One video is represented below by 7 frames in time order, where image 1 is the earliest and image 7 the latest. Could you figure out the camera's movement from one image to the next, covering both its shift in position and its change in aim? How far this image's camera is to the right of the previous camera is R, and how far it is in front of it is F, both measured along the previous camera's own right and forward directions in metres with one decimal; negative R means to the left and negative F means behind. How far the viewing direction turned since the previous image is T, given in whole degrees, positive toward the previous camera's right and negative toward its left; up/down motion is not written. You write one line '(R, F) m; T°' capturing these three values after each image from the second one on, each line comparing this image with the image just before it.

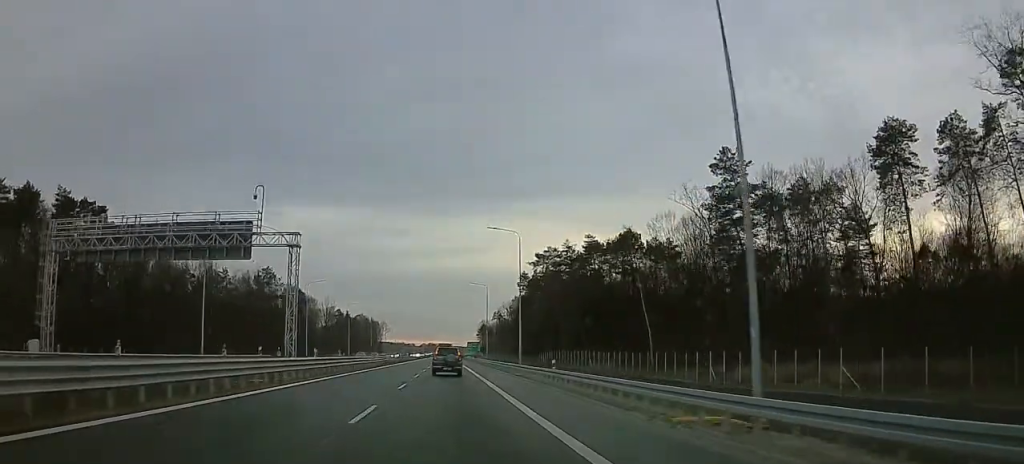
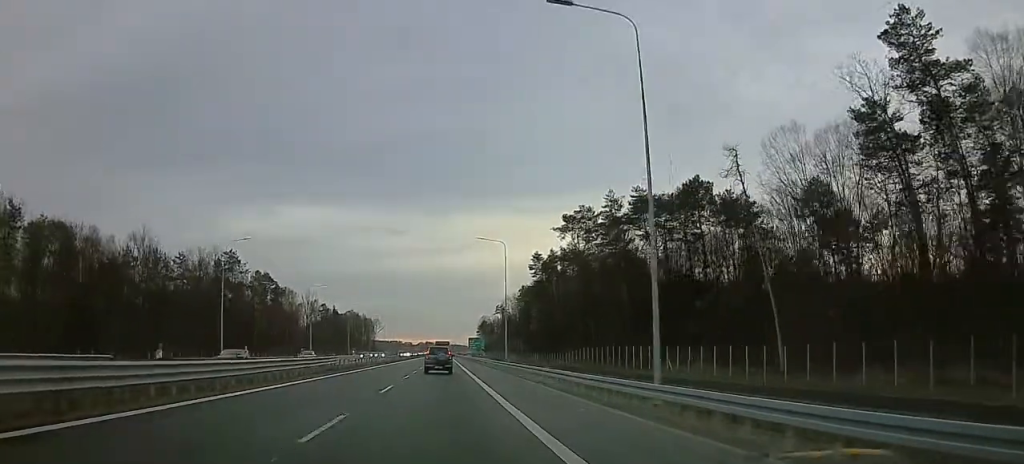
(+0.2, +39.2) m; +1°
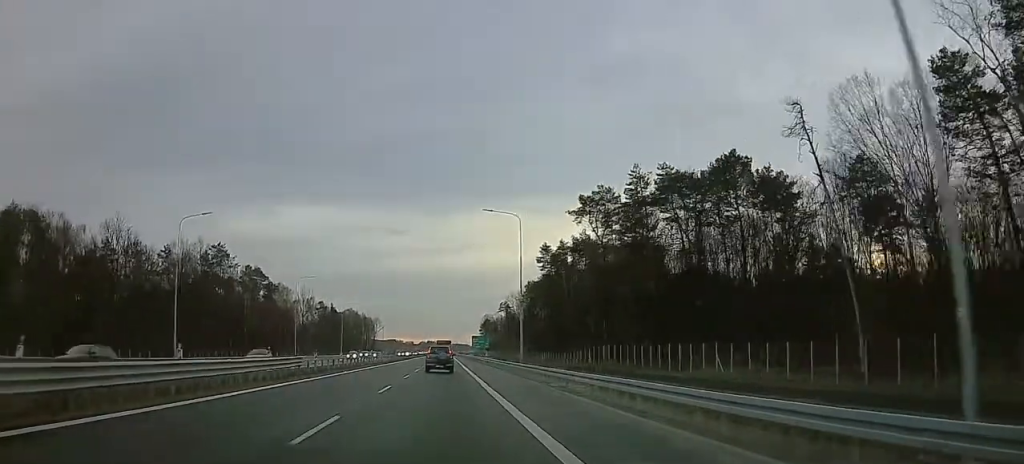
(+0.1, +12.4) m; 0°
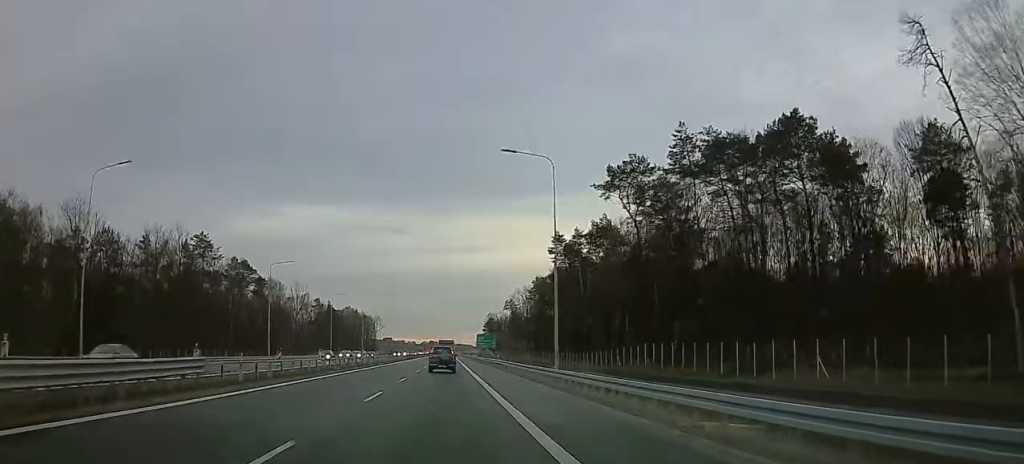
(0.0, +15.8) m; -1°
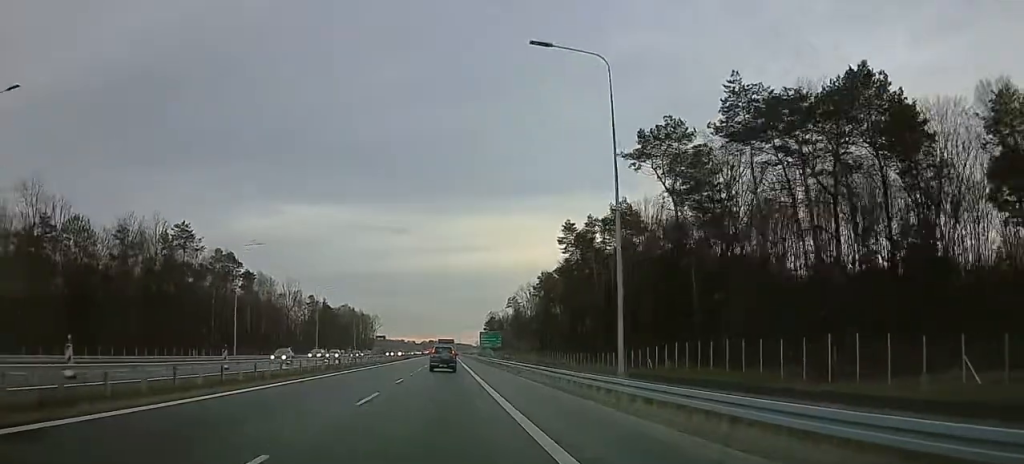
(+0.2, +13.4) m; -1°
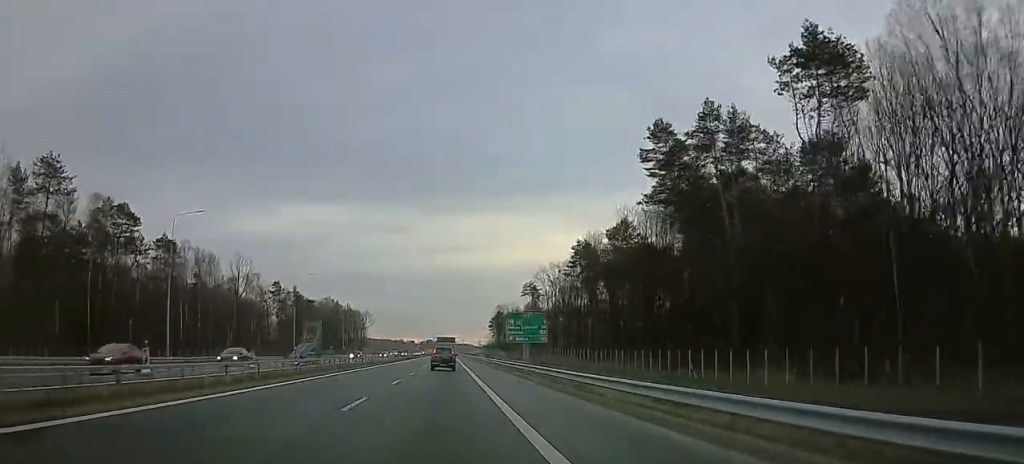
(+0.3, +61.6) m; +2°
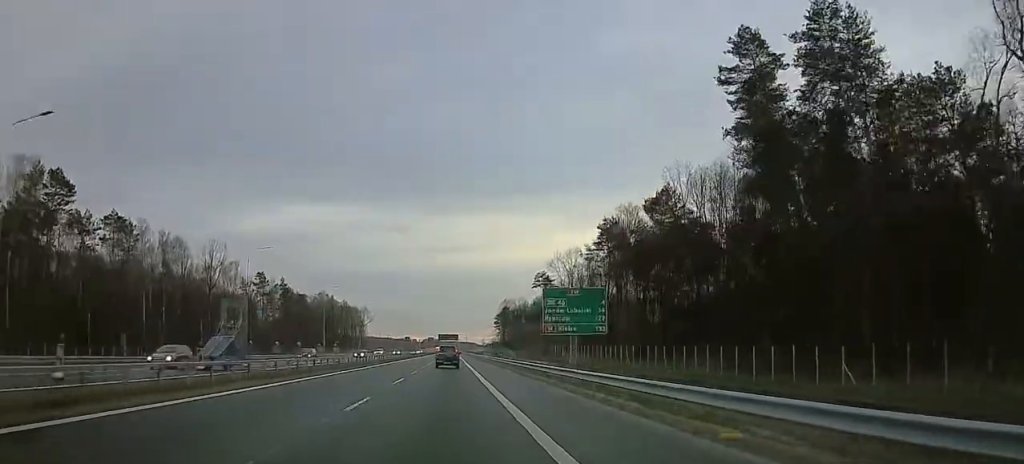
(-0.1, +24.4) m; -1°
